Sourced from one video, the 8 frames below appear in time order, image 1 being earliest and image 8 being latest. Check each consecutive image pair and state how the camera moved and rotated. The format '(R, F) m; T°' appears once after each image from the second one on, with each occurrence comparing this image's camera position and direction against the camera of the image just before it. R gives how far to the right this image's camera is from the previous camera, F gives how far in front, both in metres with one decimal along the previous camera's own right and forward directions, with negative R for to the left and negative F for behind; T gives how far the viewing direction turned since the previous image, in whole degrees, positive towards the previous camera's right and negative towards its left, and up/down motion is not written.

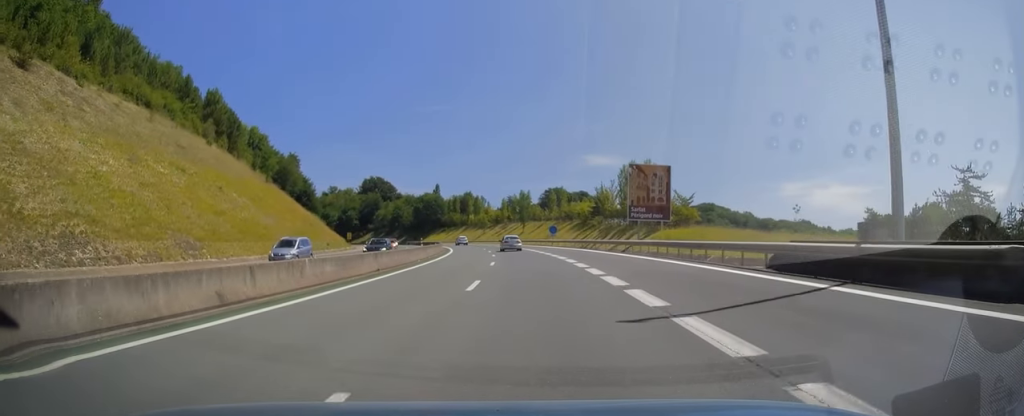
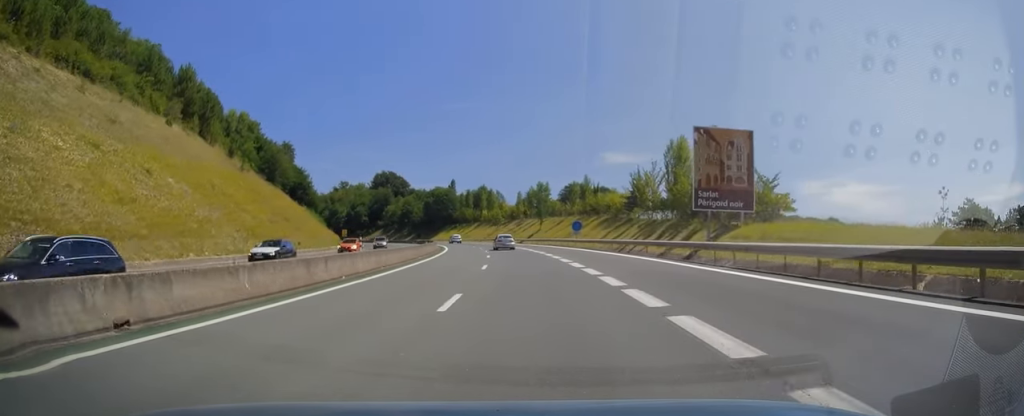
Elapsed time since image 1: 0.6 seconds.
(-0.3, +17.3) m; -2°
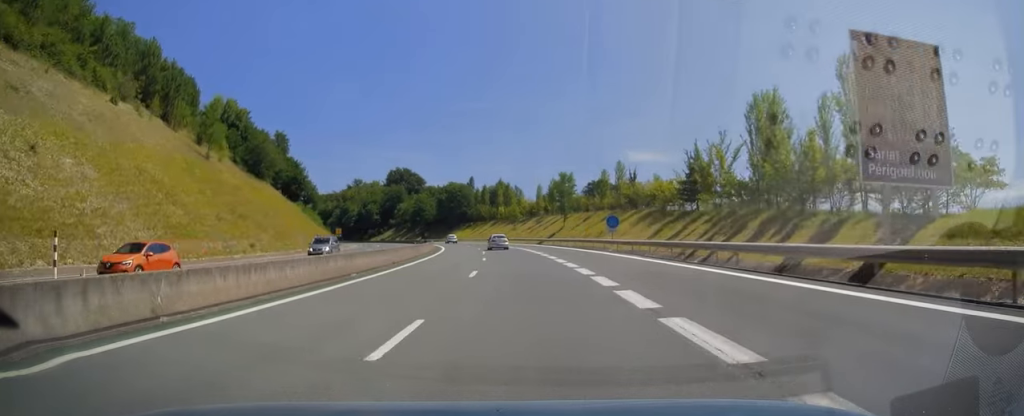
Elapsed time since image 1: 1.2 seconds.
(-0.4, +17.3) m; -2°
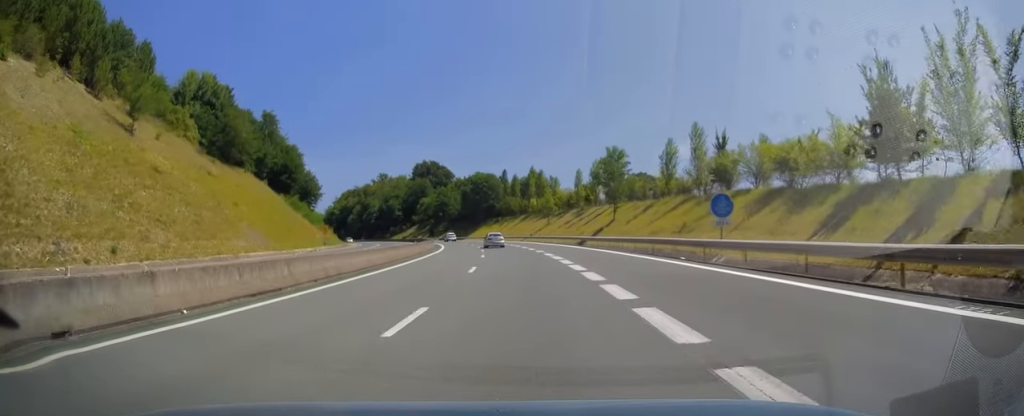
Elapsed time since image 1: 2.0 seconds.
(-0.6, +24.7) m; -3°
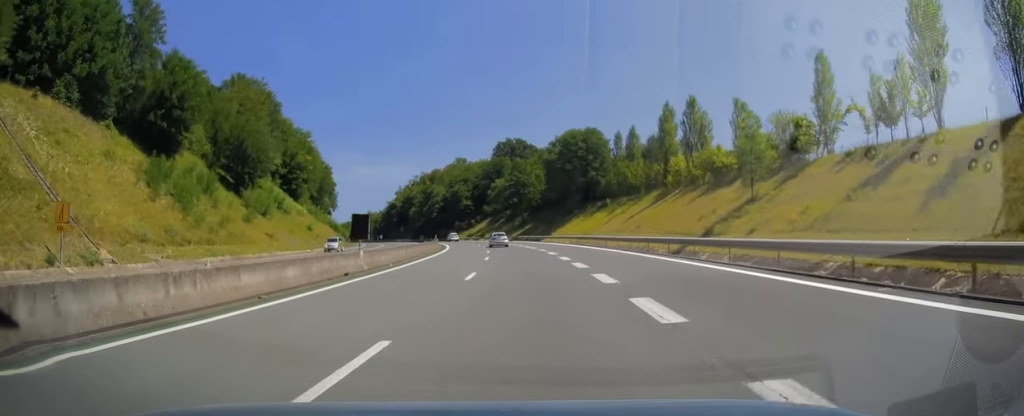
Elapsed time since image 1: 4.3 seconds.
(-5.6, +68.6) m; -9°
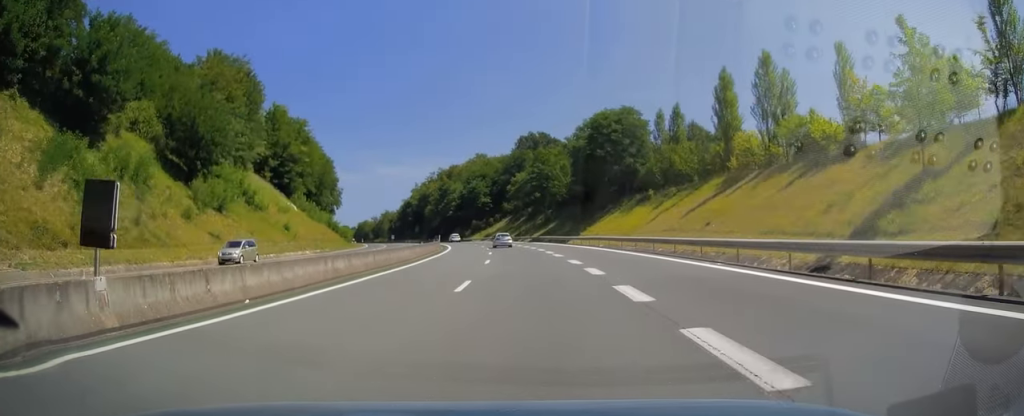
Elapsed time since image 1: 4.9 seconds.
(-0.3, +16.4) m; -2°
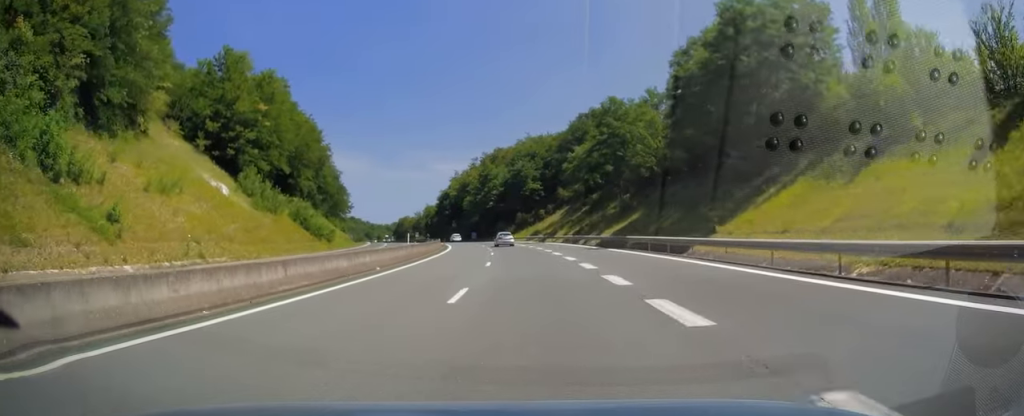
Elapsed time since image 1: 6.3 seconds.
(-2.0, +41.8) m; -6°
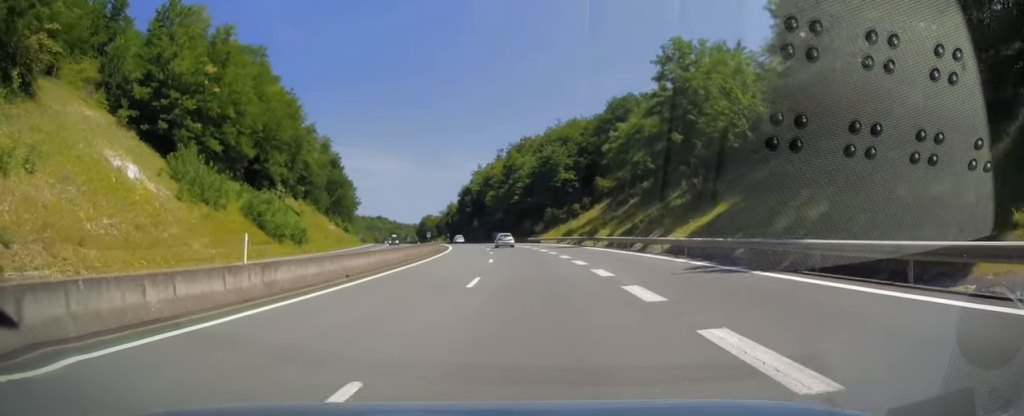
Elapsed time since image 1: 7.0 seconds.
(-0.6, +22.4) m; -3°
